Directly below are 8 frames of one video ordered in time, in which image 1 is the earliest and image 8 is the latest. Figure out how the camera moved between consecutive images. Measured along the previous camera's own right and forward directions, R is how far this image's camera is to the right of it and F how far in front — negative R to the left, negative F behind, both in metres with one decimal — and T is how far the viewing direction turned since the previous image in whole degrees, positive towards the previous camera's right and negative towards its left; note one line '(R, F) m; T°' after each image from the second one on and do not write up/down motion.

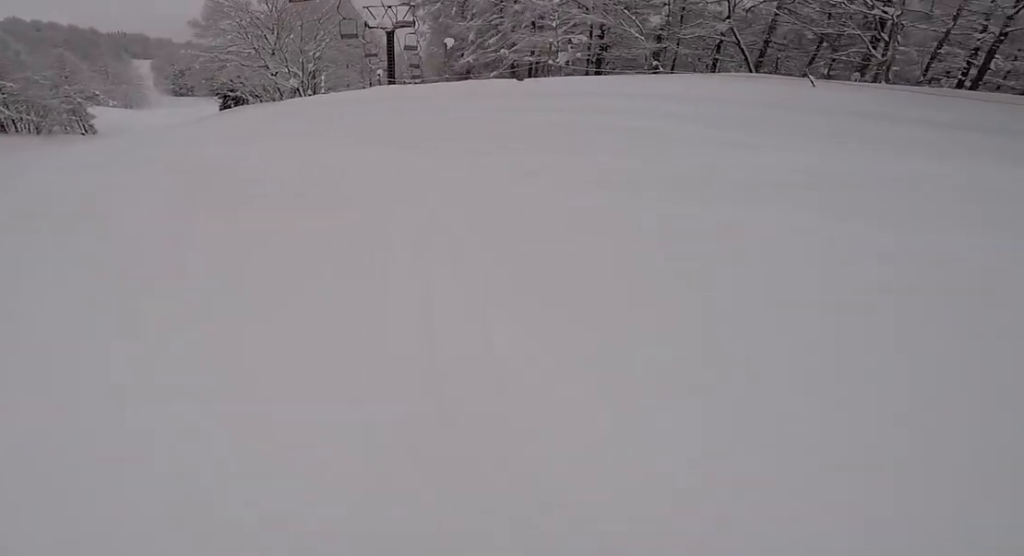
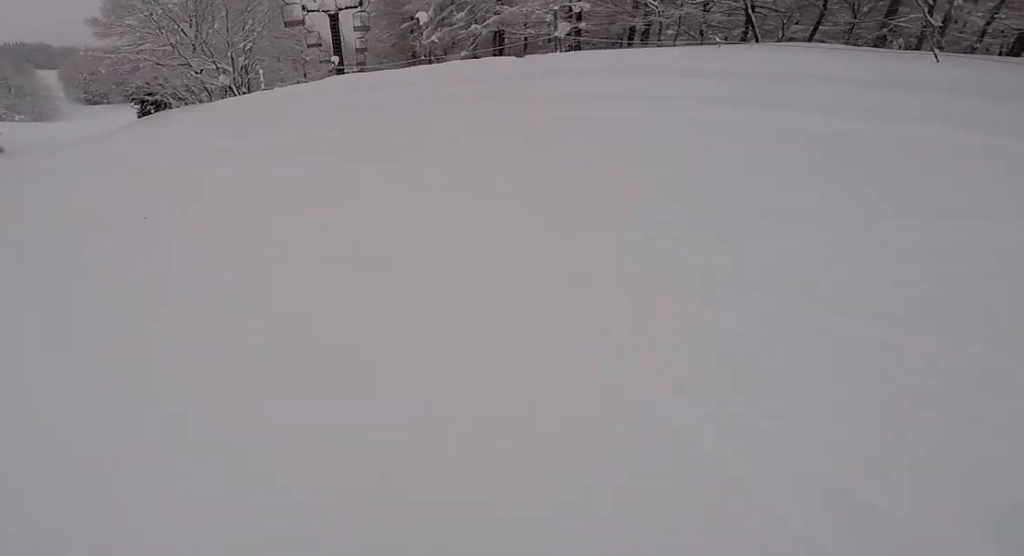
(+0.8, +4.6) m; +18°
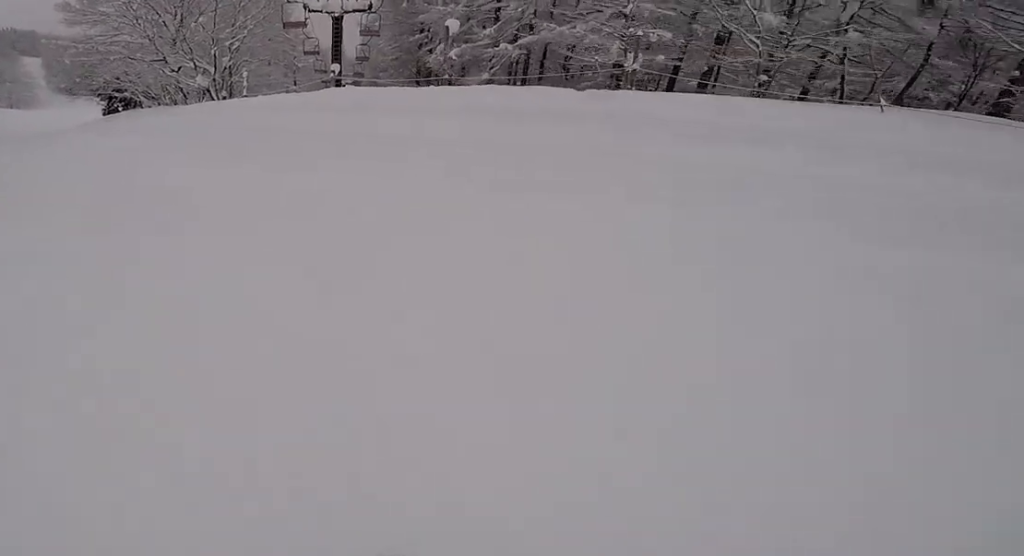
(+0.6, +4.3) m; -3°
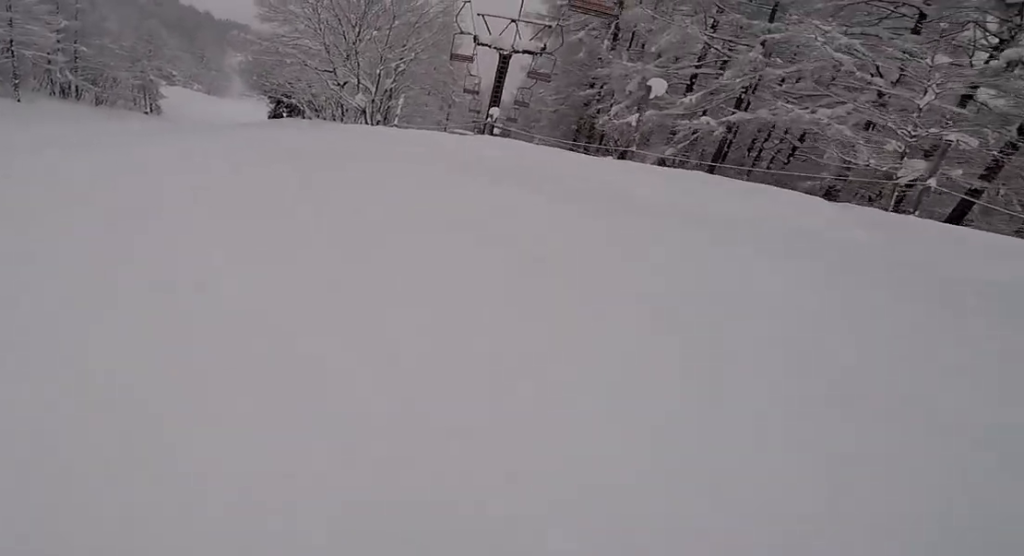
(+0.4, +3.1) m; -4°
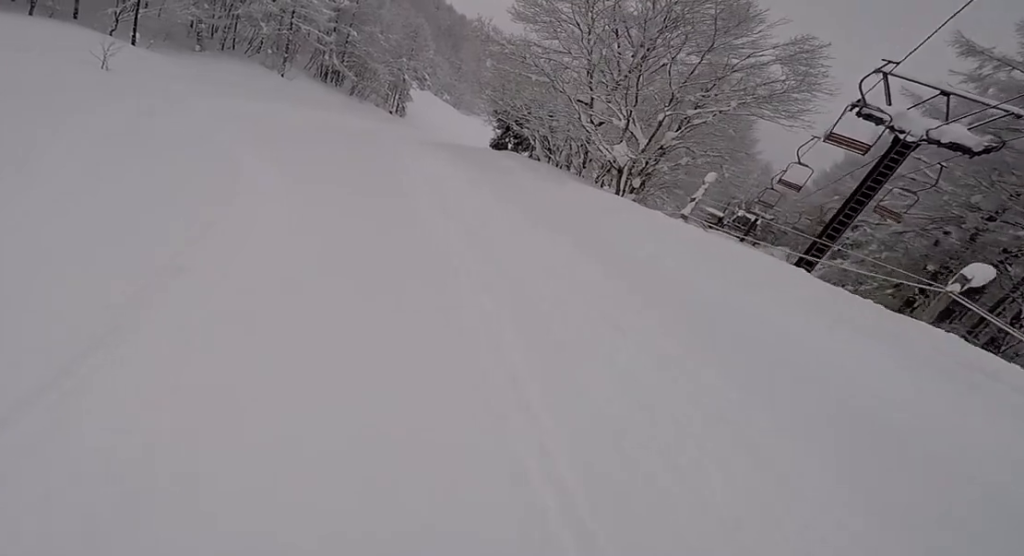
(-2.4, +8.0) m; -29°
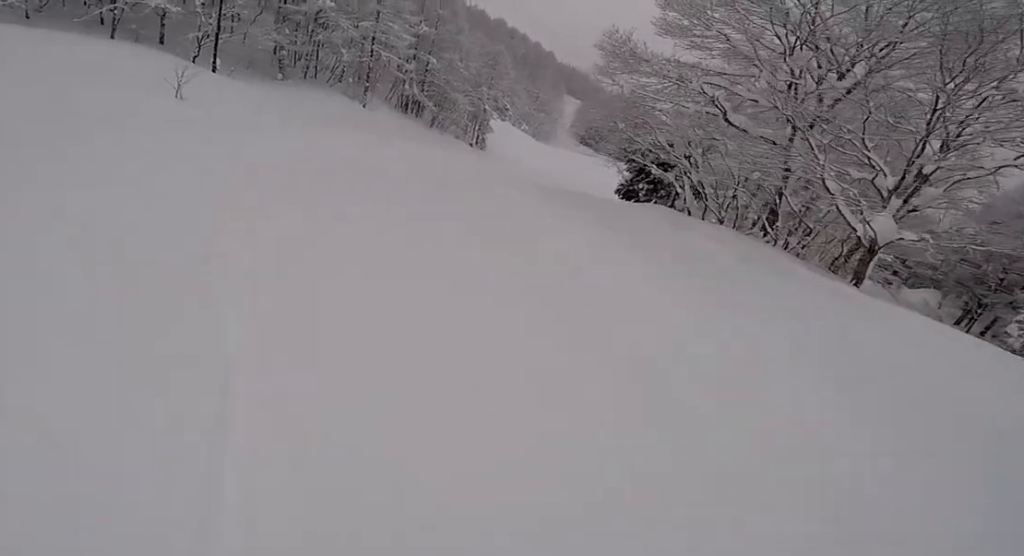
(-0.7, +5.6) m; -20°
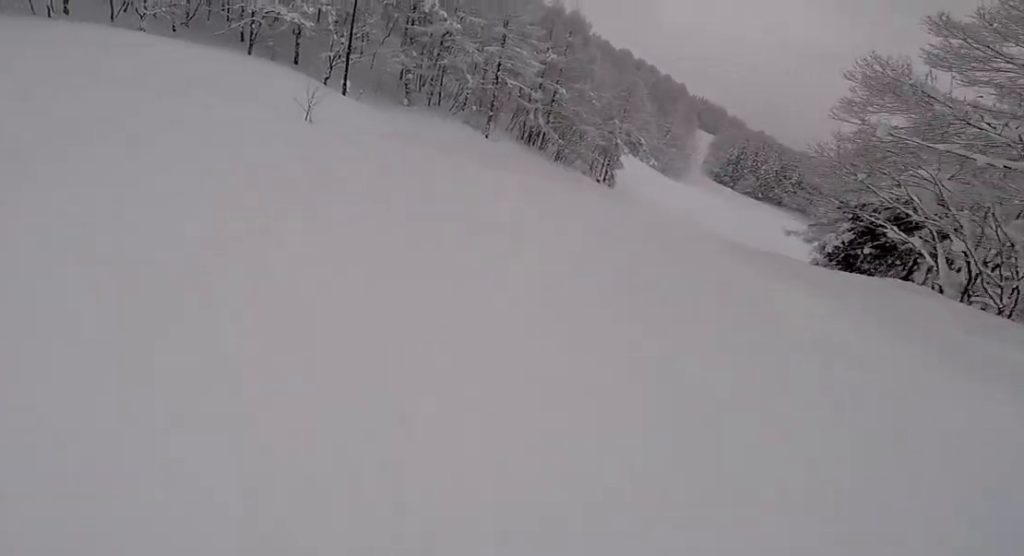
(-0.9, +3.5) m; -7°
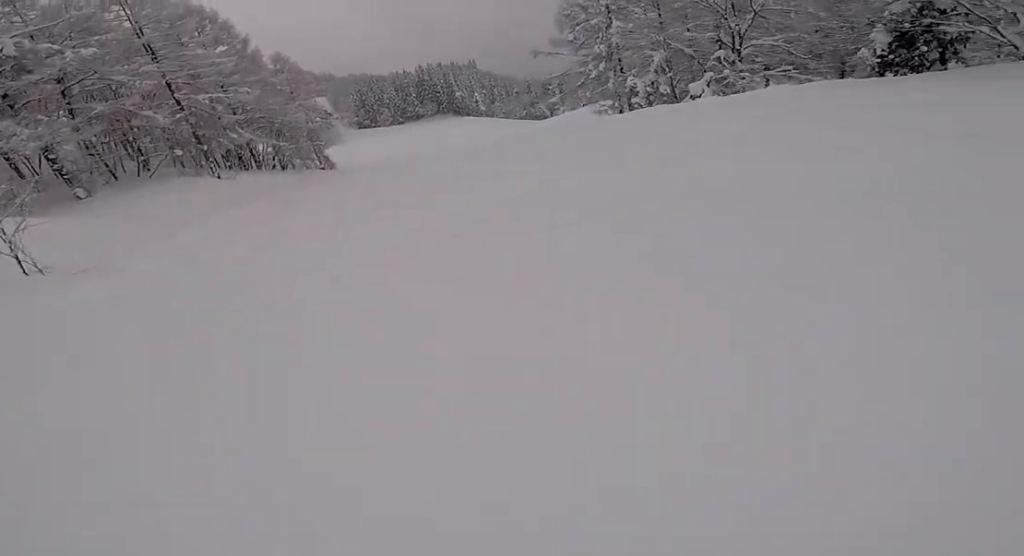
(-1.2, +15.7) m; +22°
